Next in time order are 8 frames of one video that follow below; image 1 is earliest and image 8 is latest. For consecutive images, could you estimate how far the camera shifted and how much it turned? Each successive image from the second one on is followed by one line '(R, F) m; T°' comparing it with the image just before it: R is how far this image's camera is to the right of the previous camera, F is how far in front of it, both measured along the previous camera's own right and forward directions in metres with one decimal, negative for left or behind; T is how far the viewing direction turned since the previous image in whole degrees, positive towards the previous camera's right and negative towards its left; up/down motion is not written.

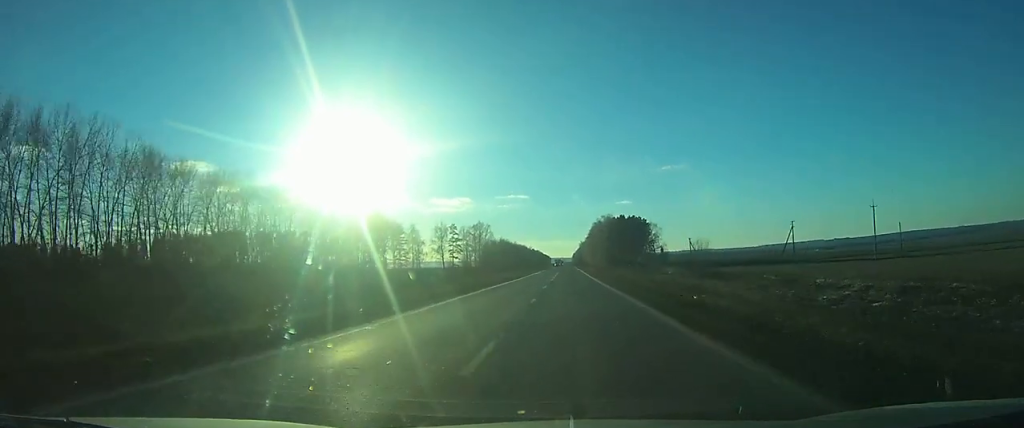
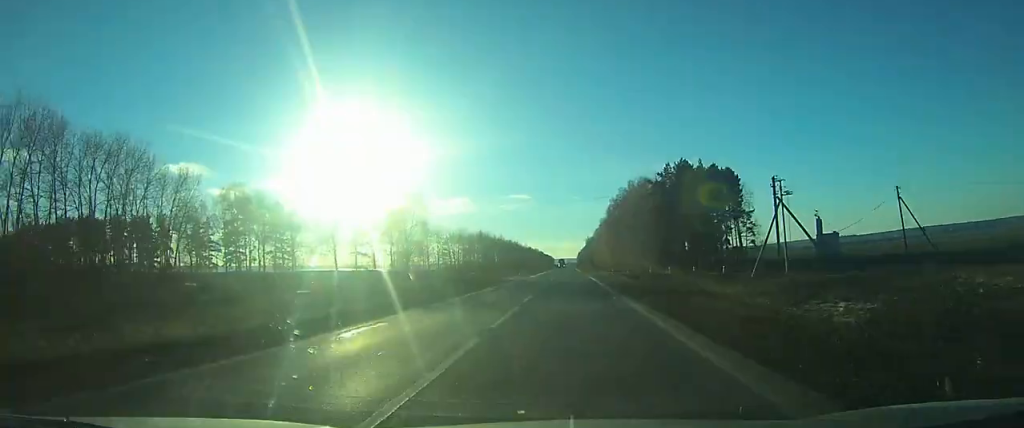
(-0.1, +104.9) m; 0°
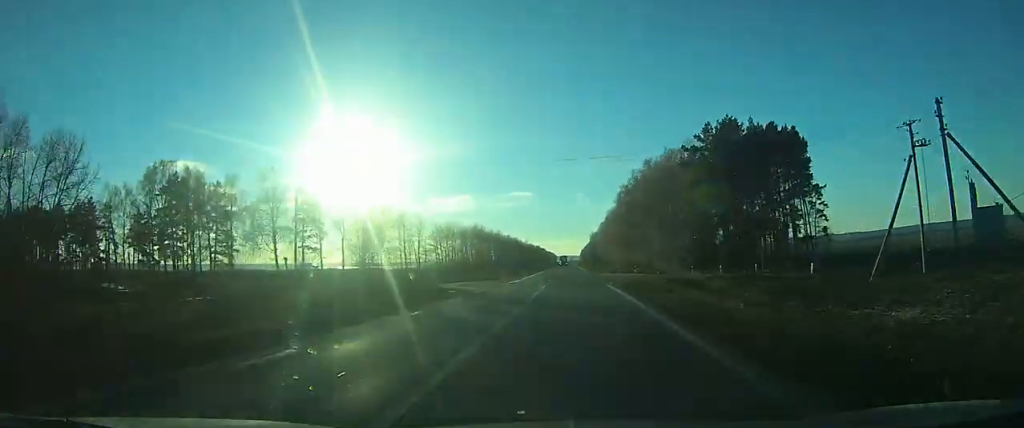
(0.0, +24.9) m; 0°
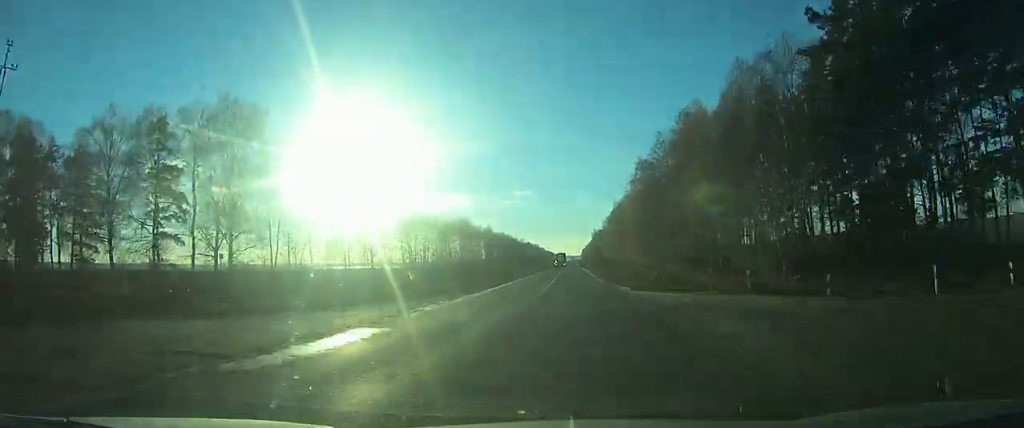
(+0.1, +34.9) m; +1°
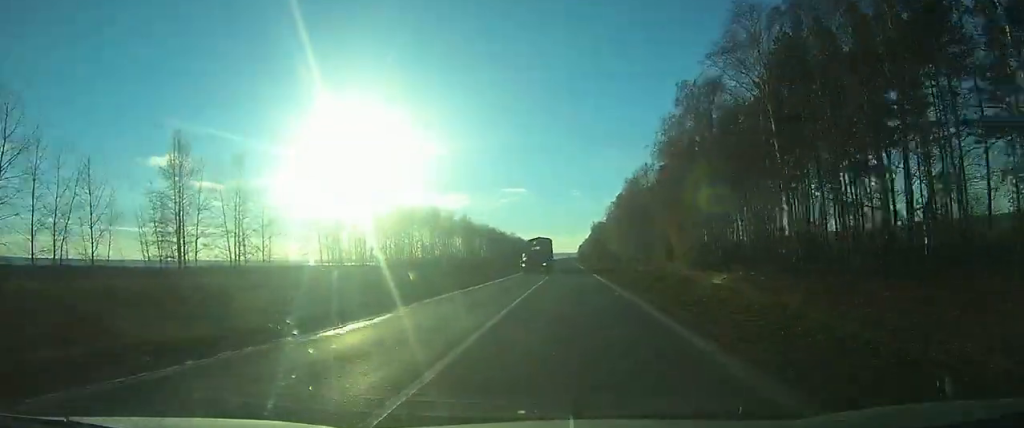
(+0.3, +43.9) m; 0°
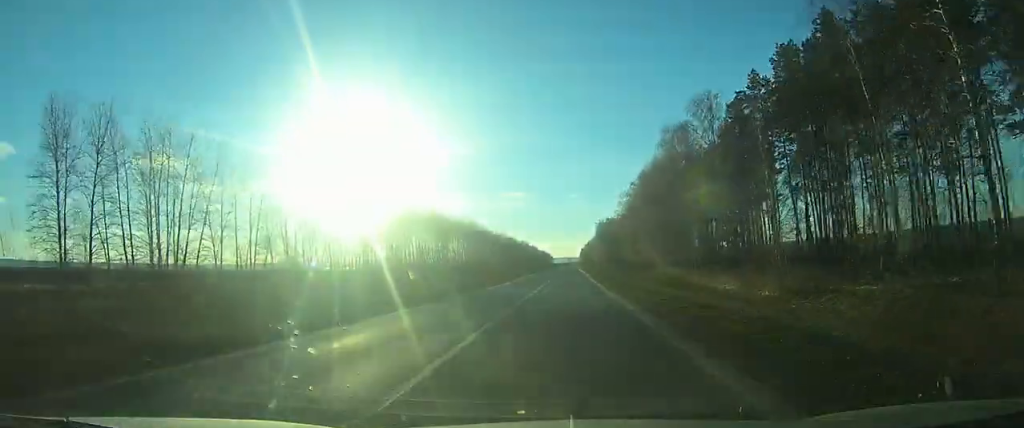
(-0.4, +53.6) m; -1°
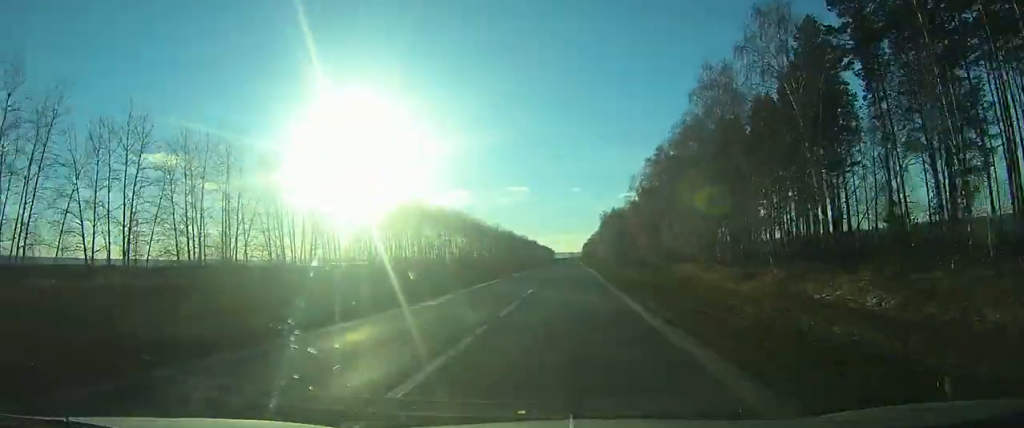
(-0.1, +23.3) m; 0°
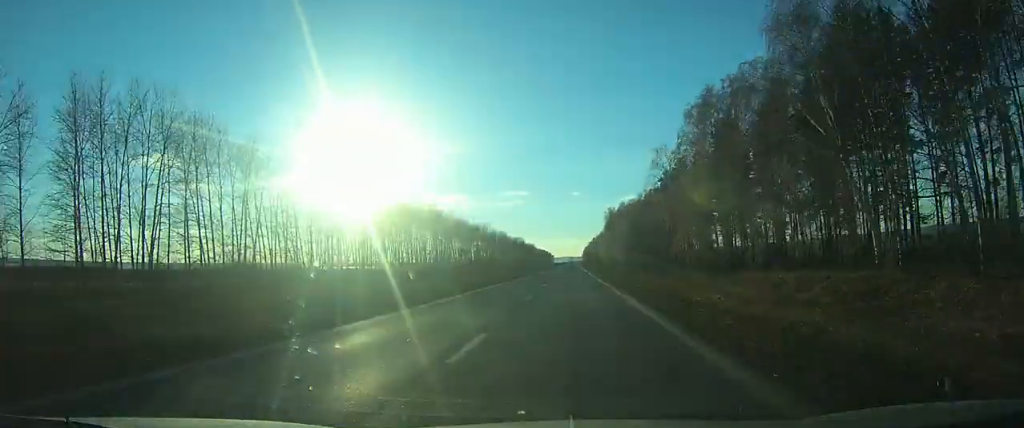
(0.0, +37.1) m; 0°
